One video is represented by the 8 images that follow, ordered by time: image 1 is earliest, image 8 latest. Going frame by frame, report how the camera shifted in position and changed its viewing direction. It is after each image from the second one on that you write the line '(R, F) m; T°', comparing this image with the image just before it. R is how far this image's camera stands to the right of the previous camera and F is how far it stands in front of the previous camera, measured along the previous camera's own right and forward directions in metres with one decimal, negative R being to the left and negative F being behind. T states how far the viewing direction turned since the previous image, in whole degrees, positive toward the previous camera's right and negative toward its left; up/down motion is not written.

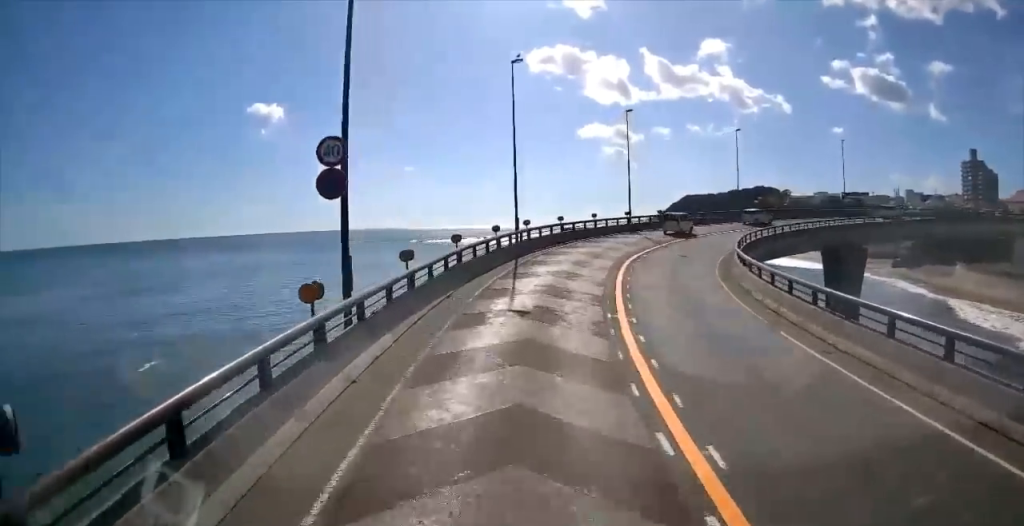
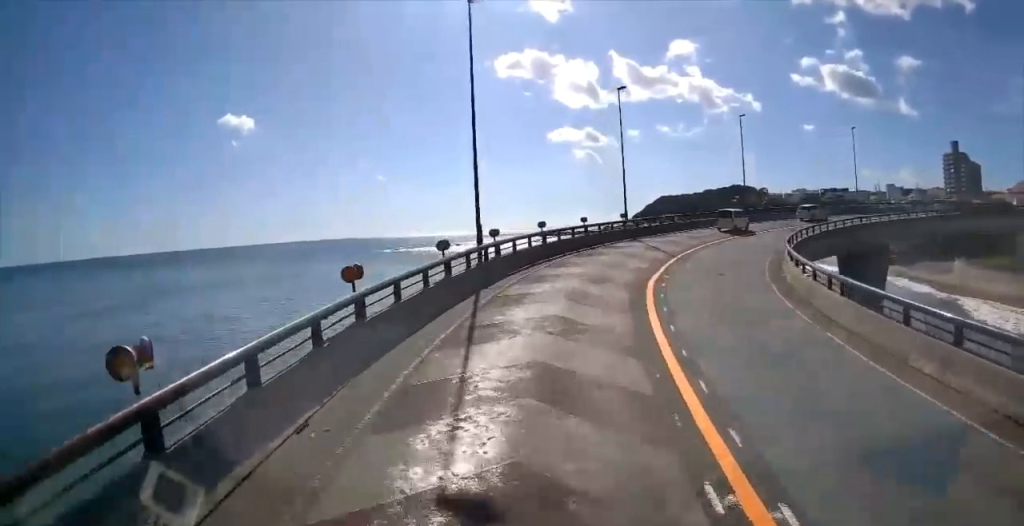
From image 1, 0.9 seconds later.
(0.0, +10.2) m; +1°
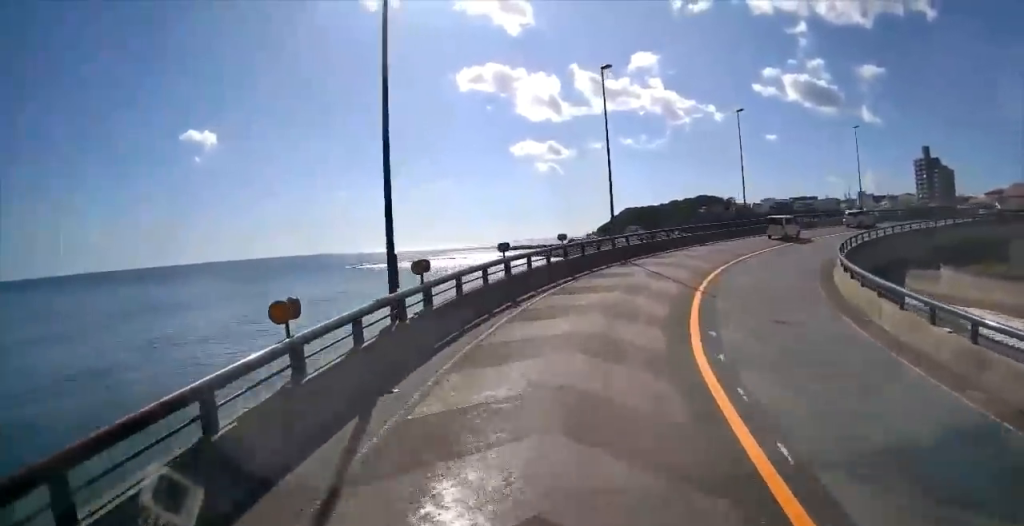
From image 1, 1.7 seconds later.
(0.0, +9.6) m; +3°
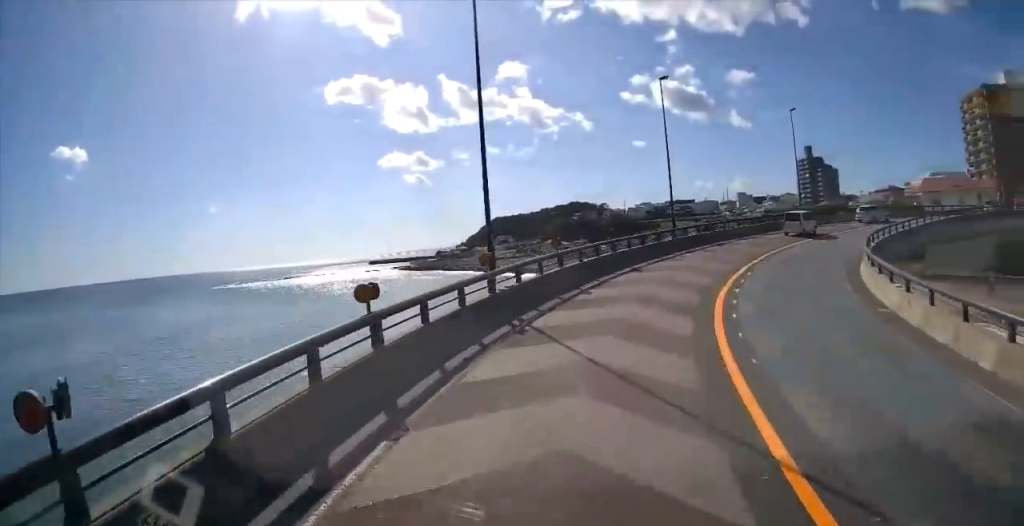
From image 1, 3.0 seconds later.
(+1.5, +14.5) m; +13°
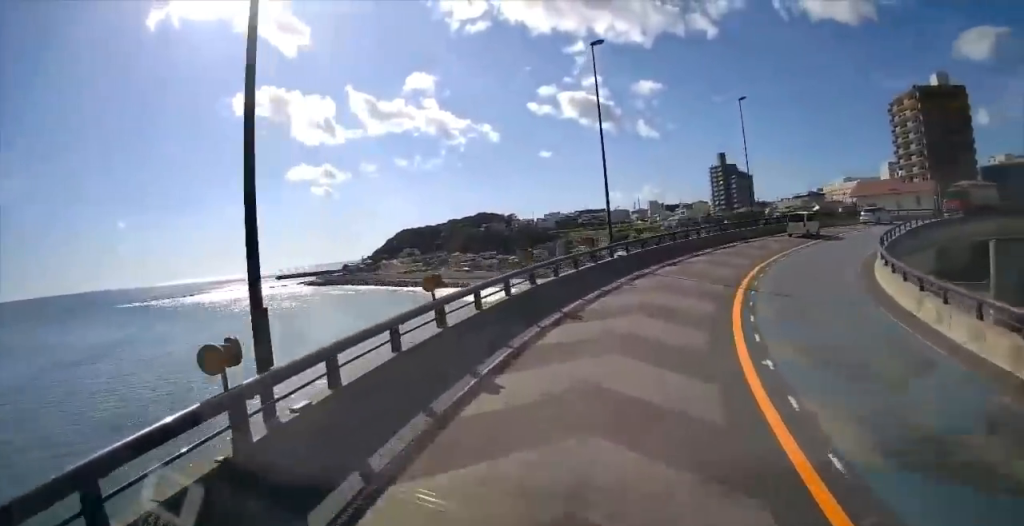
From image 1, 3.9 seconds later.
(+0.8, +9.3) m; +11°
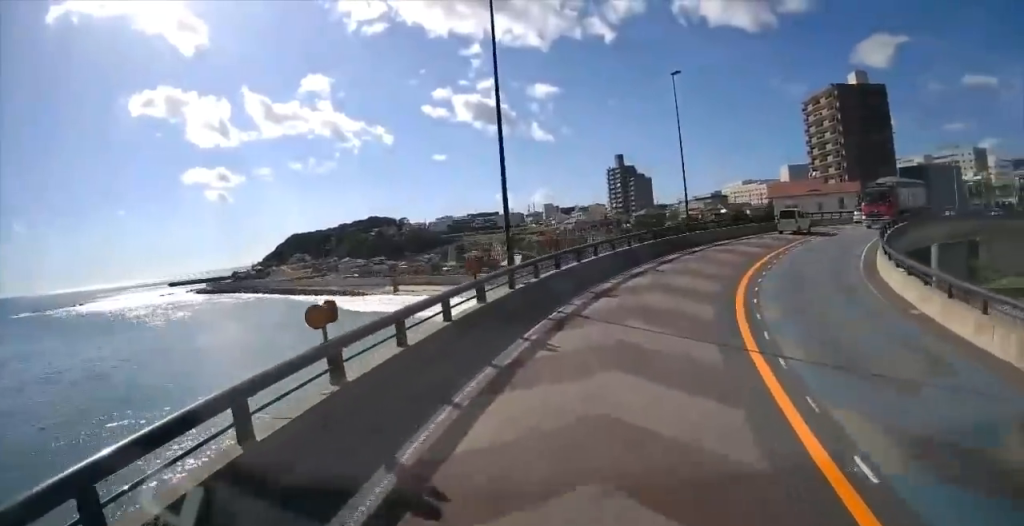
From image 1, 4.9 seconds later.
(+1.1, +9.6) m; +7°
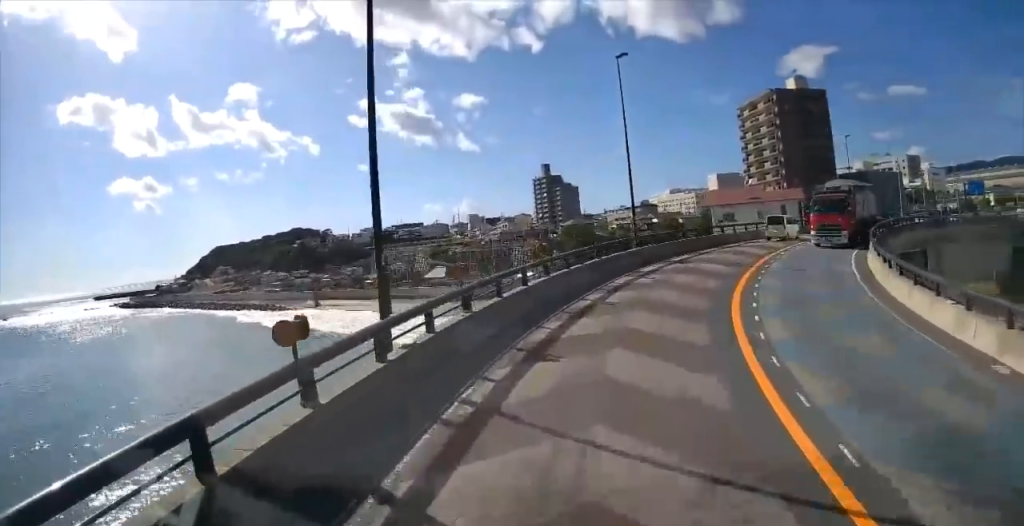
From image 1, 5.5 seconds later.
(0.0, +6.4) m; 0°
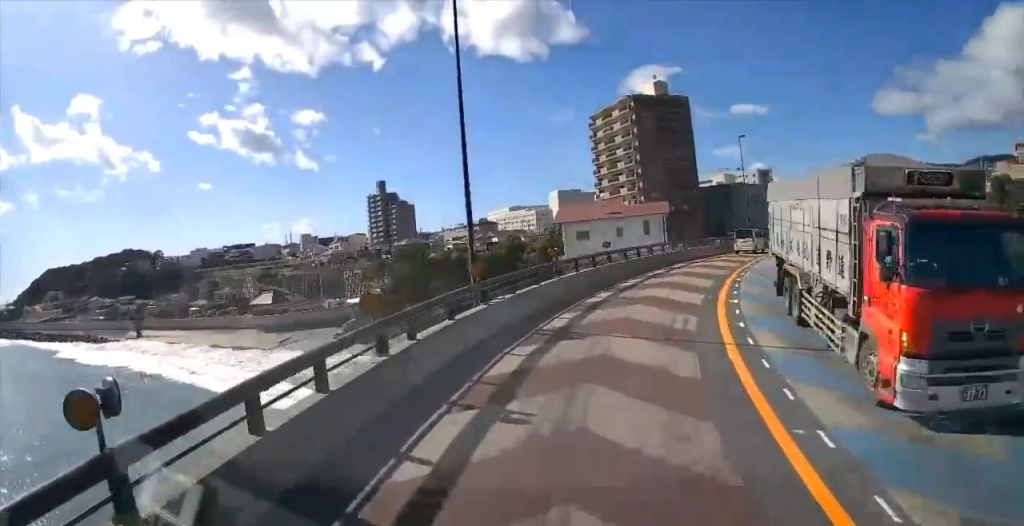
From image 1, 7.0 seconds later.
(+2.0, +13.8) m; +24°
